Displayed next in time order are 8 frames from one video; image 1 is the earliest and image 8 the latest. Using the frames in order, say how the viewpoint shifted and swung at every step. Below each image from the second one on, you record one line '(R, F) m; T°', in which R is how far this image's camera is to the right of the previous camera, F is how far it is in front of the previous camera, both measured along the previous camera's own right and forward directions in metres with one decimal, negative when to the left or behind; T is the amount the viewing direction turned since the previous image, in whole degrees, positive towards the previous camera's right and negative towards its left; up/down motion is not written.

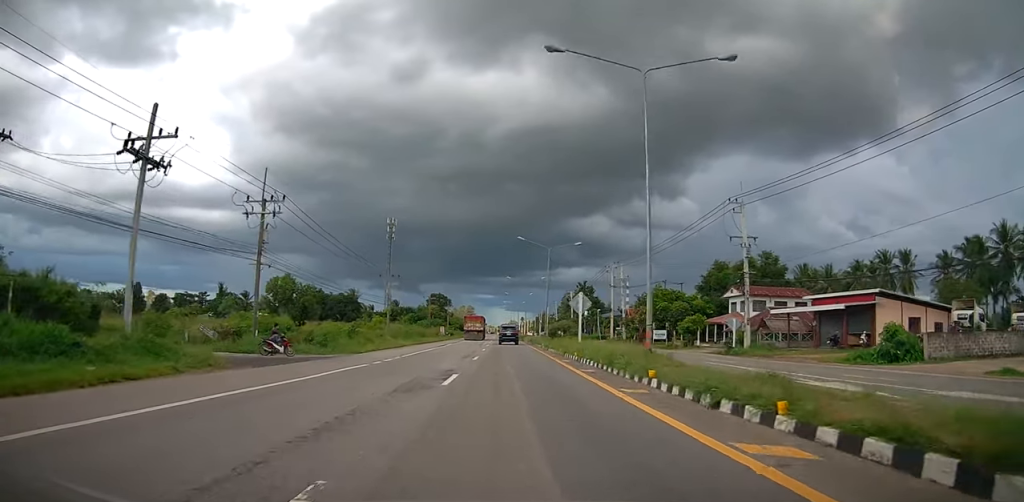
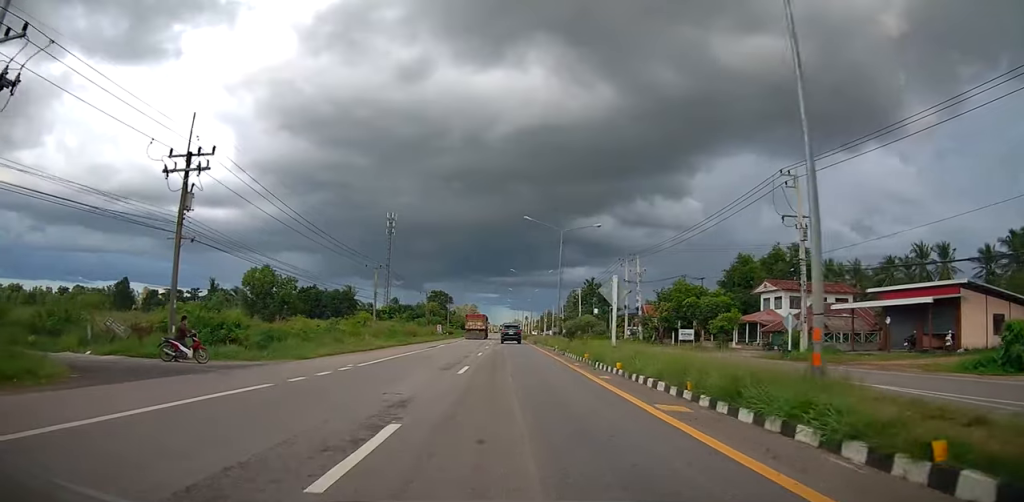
(0.0, +8.9) m; 0°
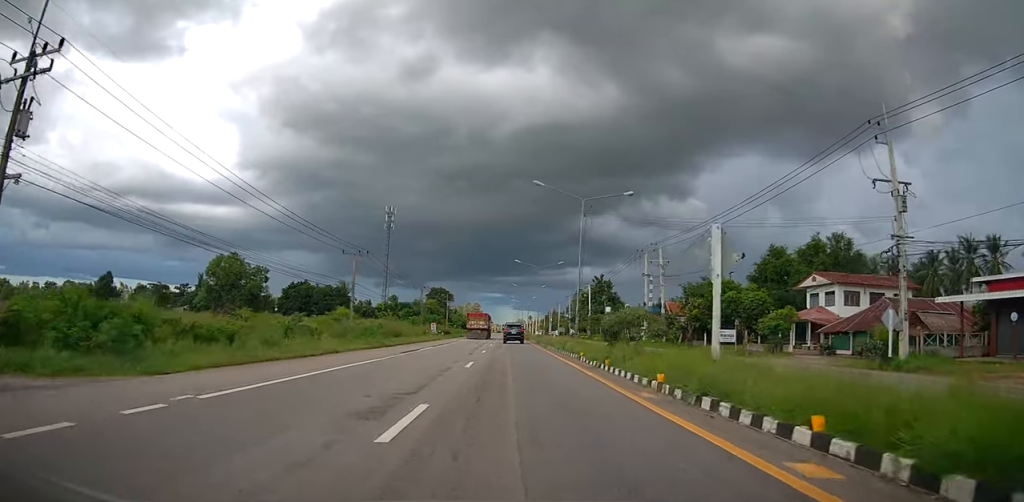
(-0.1, +10.2) m; -1°
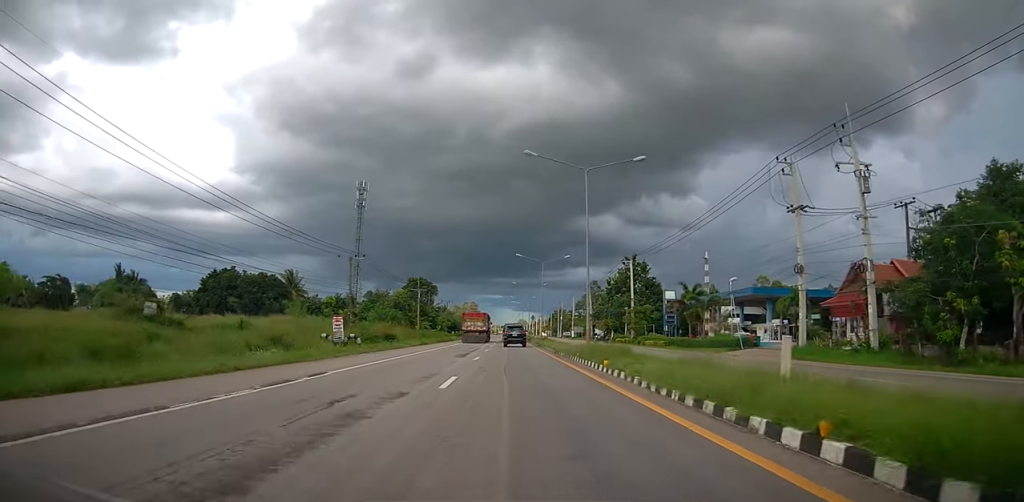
(-0.3, +42.1) m; 0°
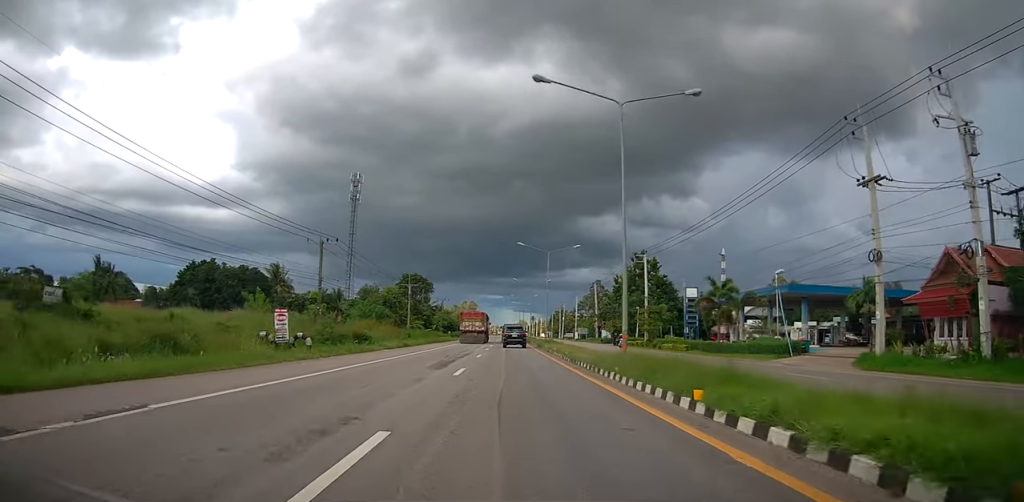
(-0.3, +8.3) m; 0°
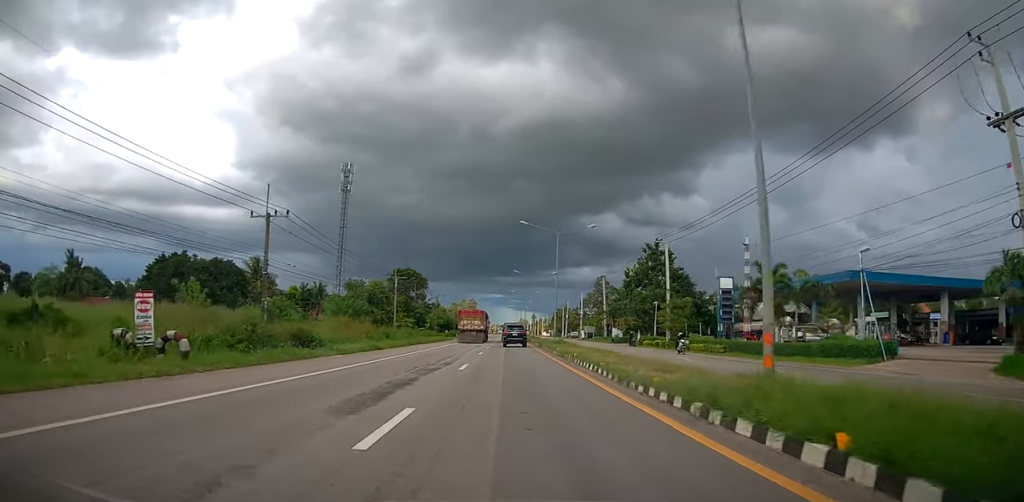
(-0.2, +10.0) m; 0°
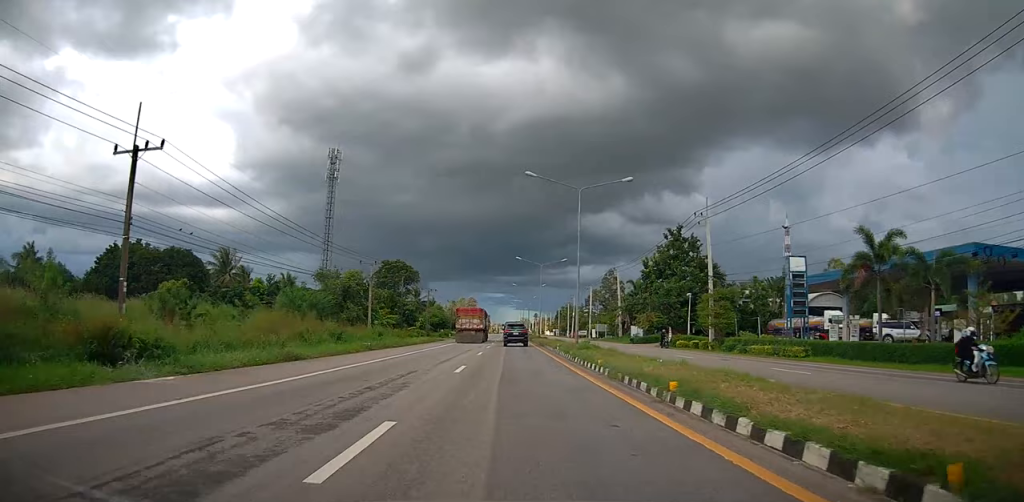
(+0.4, +13.4) m; 0°
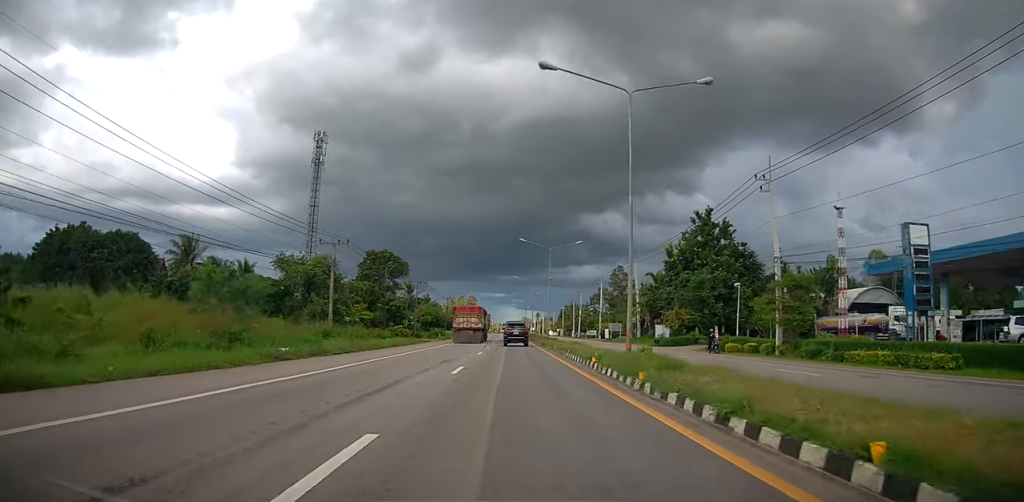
(-0.3, +13.0) m; -1°
